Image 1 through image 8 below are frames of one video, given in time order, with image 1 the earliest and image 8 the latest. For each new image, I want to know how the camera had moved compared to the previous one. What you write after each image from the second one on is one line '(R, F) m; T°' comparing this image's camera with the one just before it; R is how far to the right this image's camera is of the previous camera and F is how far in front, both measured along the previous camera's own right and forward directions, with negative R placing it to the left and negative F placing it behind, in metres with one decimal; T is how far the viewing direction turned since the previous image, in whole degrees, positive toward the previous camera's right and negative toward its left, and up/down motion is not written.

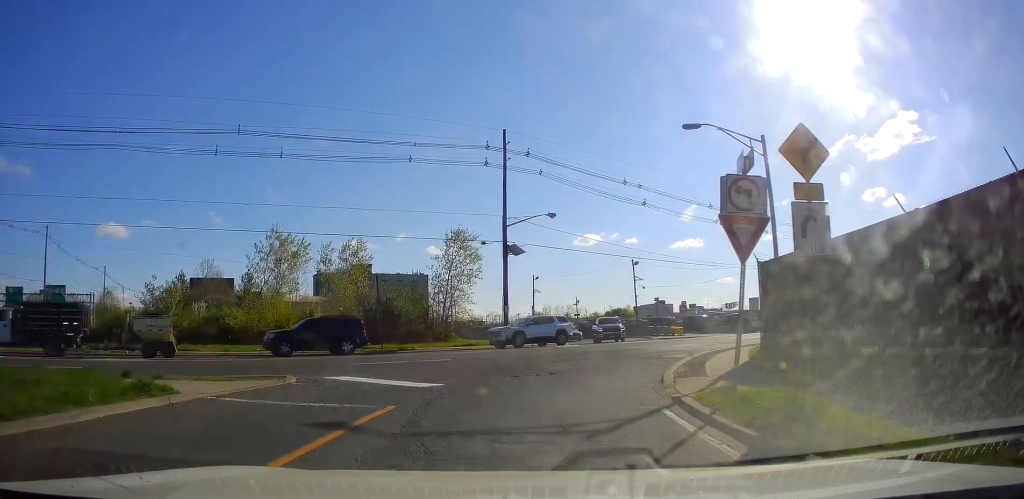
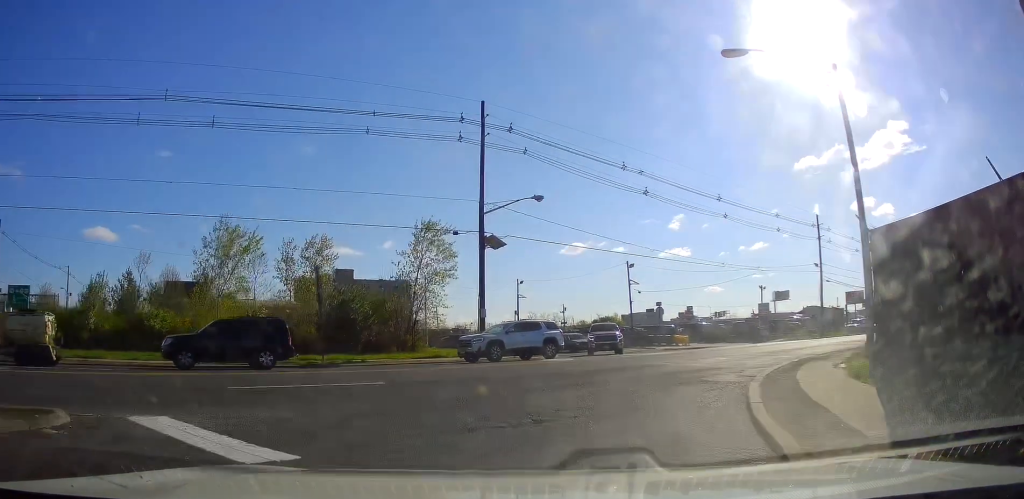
(-0.1, +7.3) m; +1°
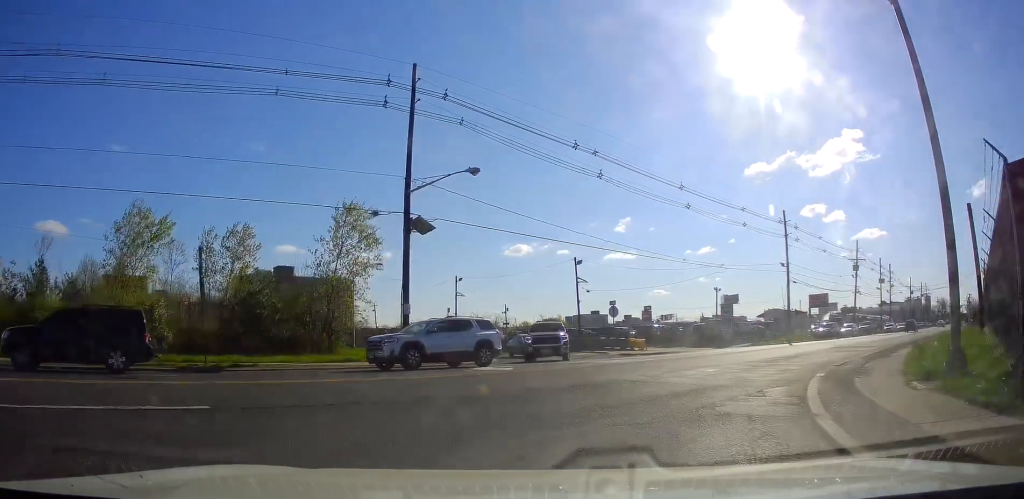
(+0.2, +5.3) m; +9°
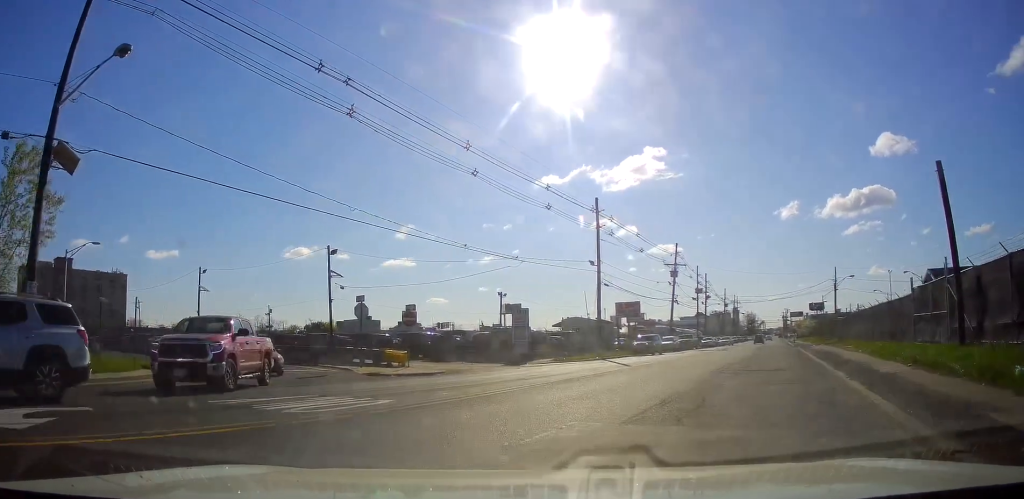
(+2.1, +11.1) m; +24°
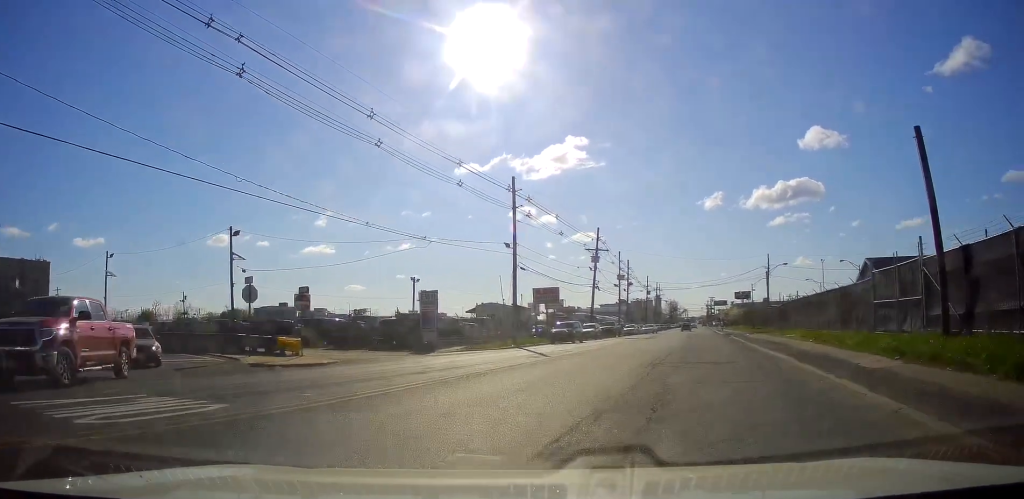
(+0.4, +3.0) m; +7°
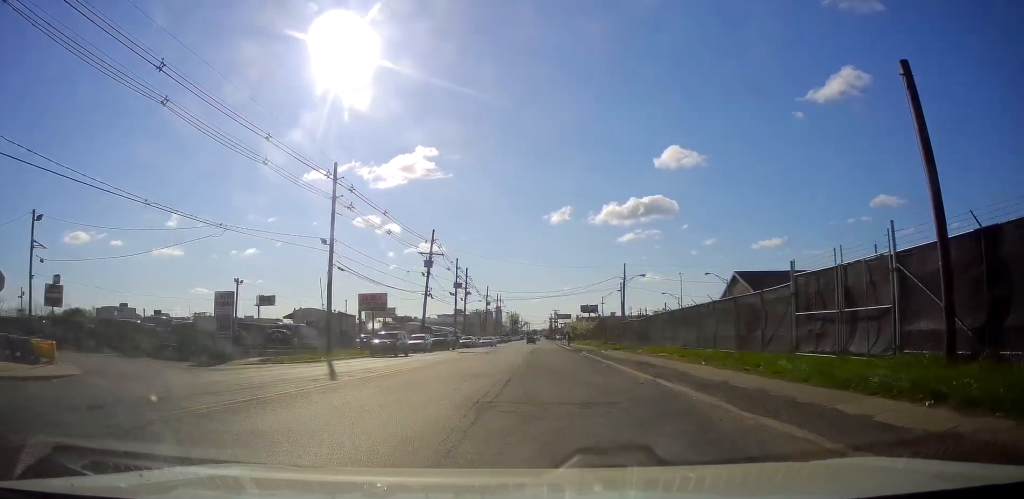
(+0.8, +6.5) m; +9°
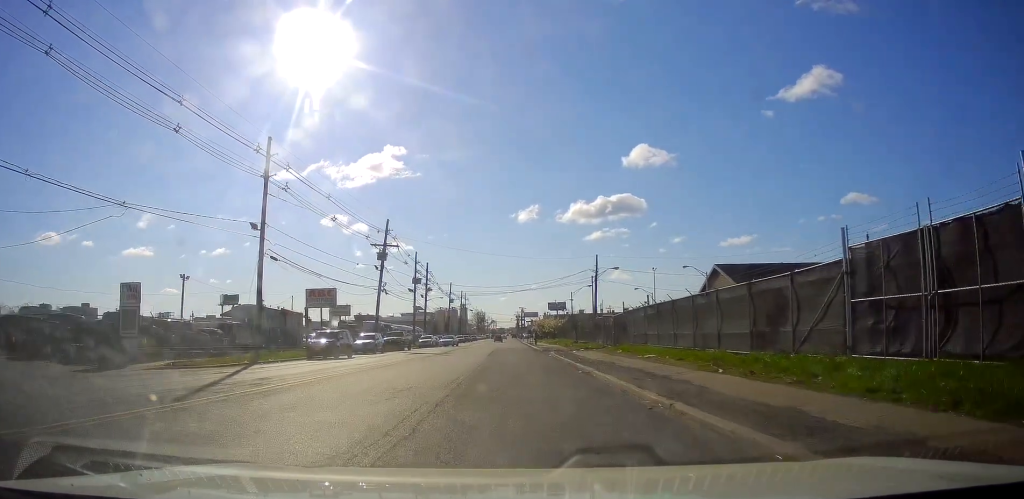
(+0.3, +5.5) m; +6°
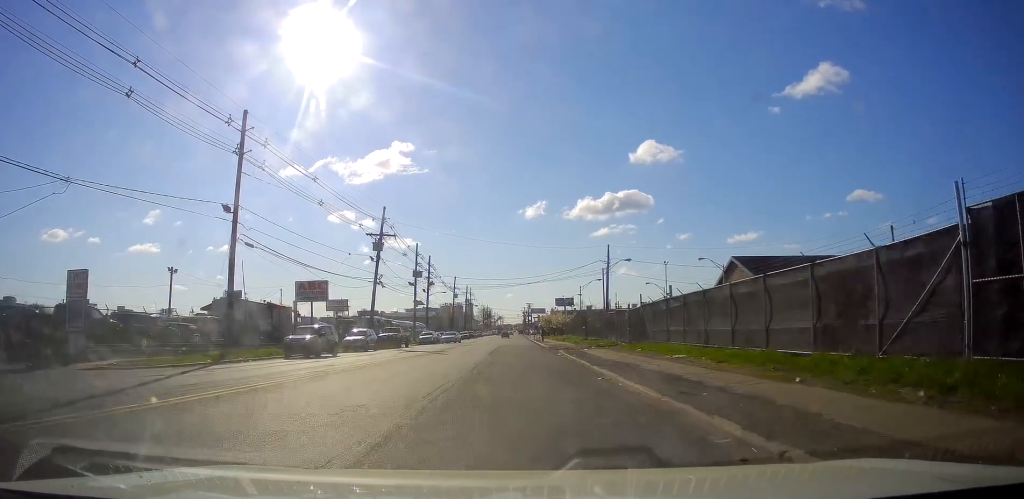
(+0.2, +3.9) m; +2°
